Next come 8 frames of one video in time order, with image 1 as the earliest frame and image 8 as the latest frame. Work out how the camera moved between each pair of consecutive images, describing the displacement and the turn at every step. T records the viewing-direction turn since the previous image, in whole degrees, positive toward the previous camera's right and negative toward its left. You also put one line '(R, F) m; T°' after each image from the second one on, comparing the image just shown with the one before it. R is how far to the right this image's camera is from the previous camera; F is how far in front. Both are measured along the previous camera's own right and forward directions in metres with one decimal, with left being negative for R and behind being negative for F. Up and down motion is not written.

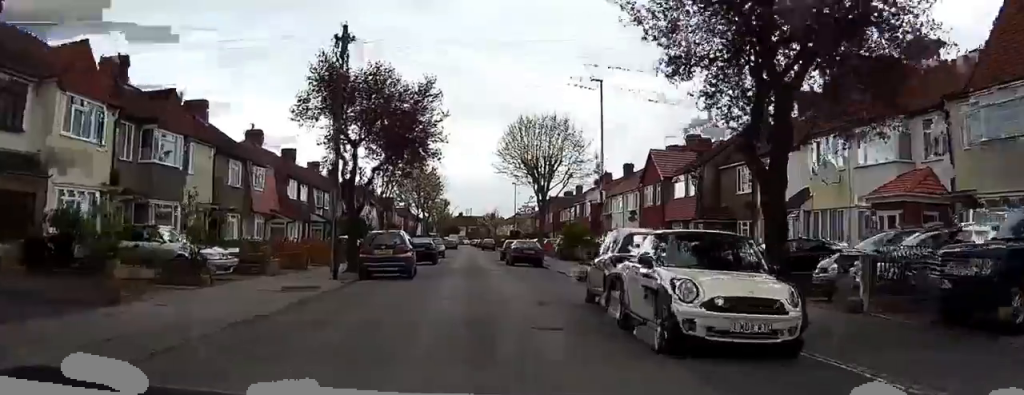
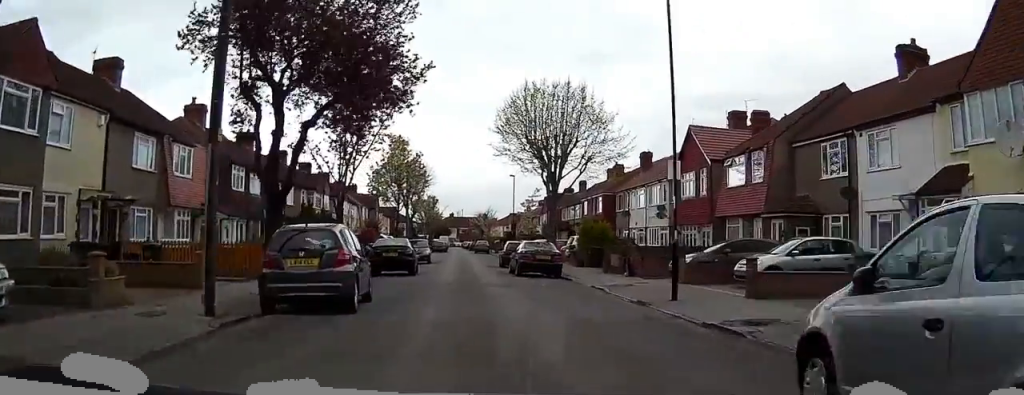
(0.0, +10.3) m; 0°
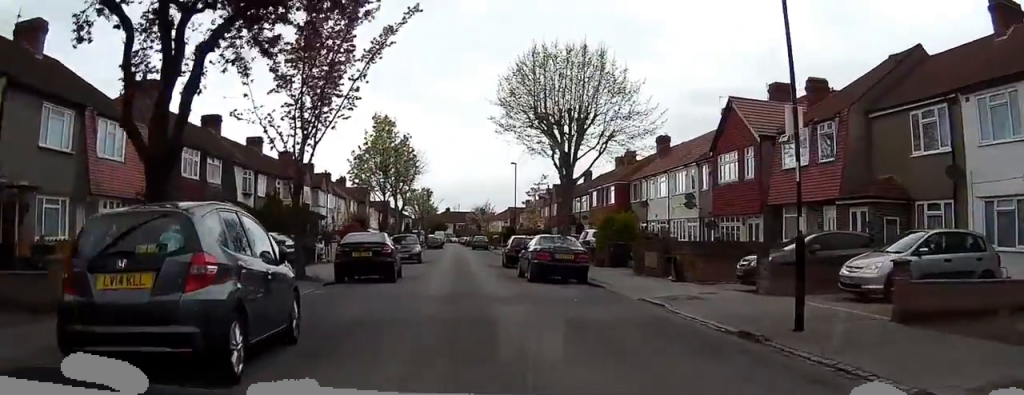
(0.0, +6.6) m; 0°
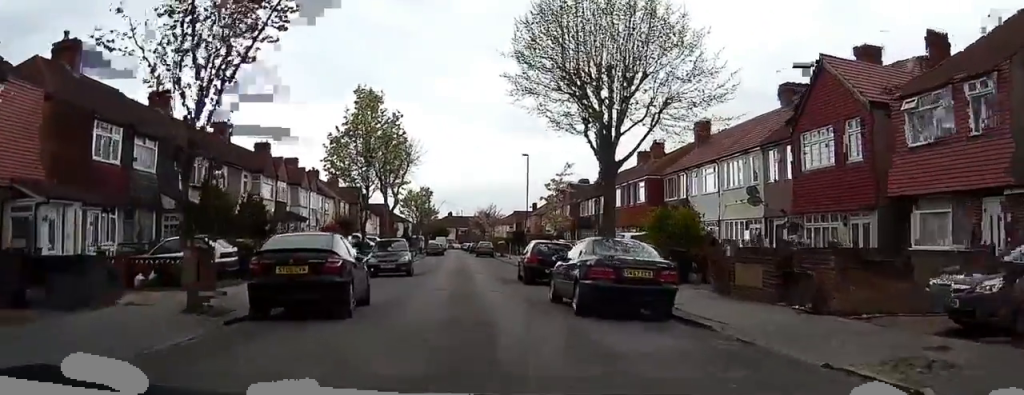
(0.0, +8.8) m; 0°
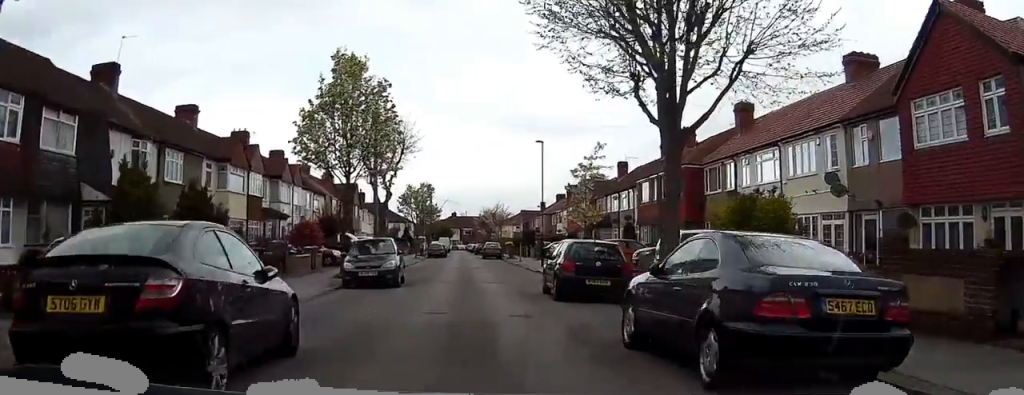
(-0.1, +6.7) m; -1°
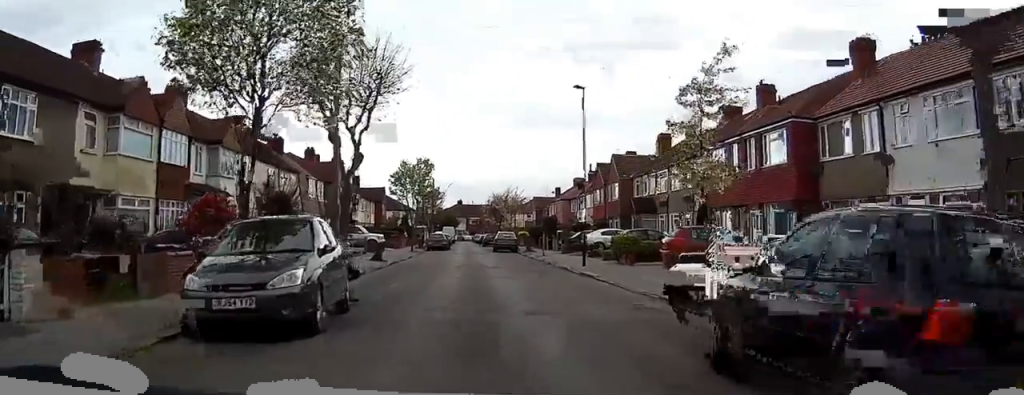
(0.0, +13.0) m; +1°
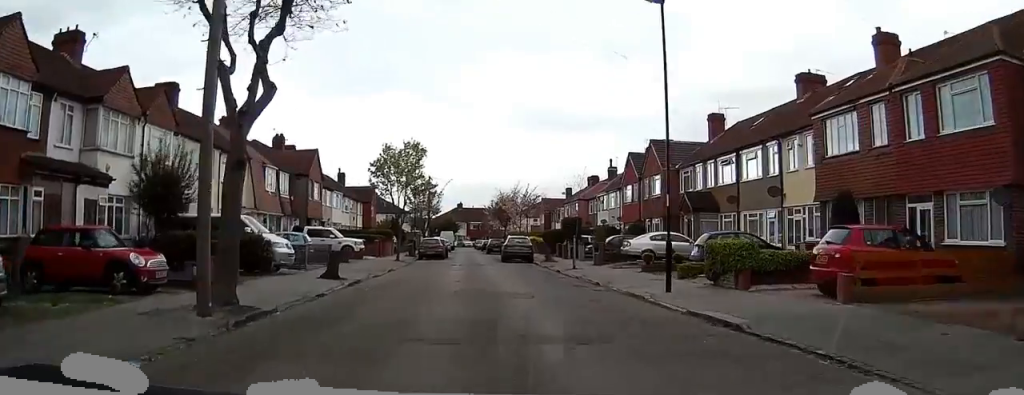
(+0.1, +11.9) m; +1°
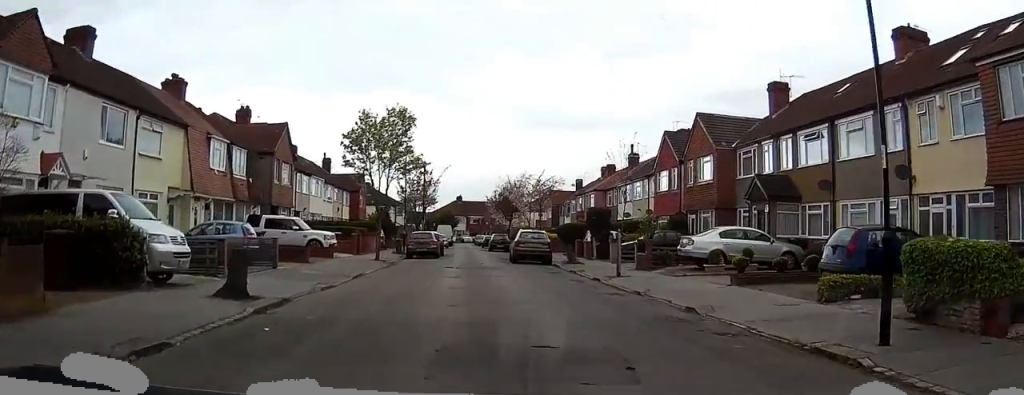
(+0.1, +9.6) m; +1°
